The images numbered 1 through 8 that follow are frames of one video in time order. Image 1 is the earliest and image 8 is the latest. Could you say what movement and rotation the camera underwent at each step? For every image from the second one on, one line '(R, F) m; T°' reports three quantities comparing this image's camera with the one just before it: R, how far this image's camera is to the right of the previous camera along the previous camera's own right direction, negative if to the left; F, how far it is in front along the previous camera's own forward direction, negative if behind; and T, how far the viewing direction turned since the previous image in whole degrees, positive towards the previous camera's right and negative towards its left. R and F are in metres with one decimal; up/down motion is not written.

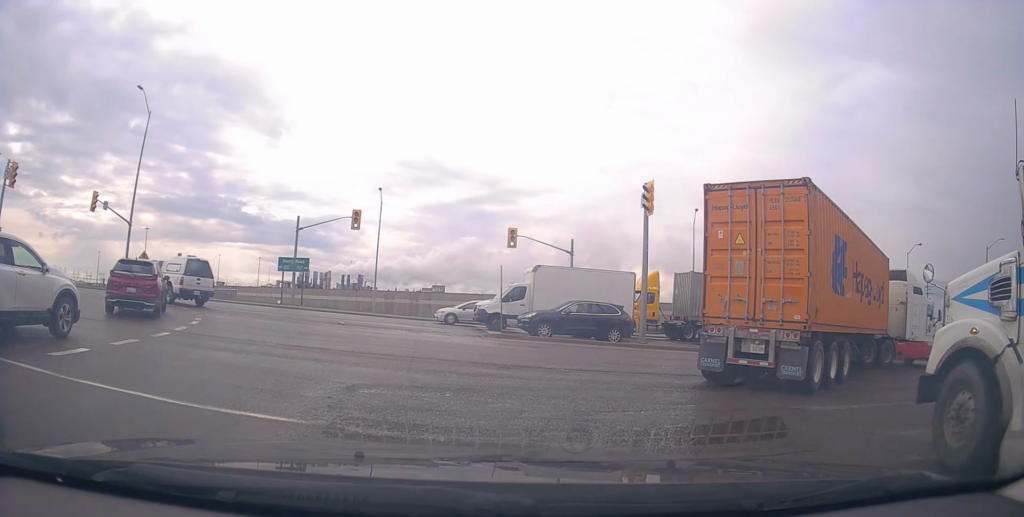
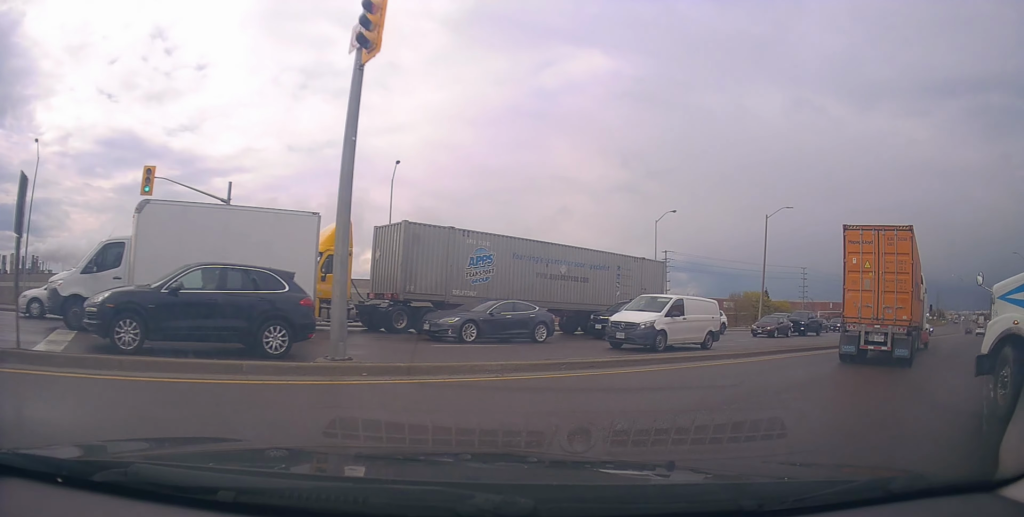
(+4.3, +11.5) m; +43°
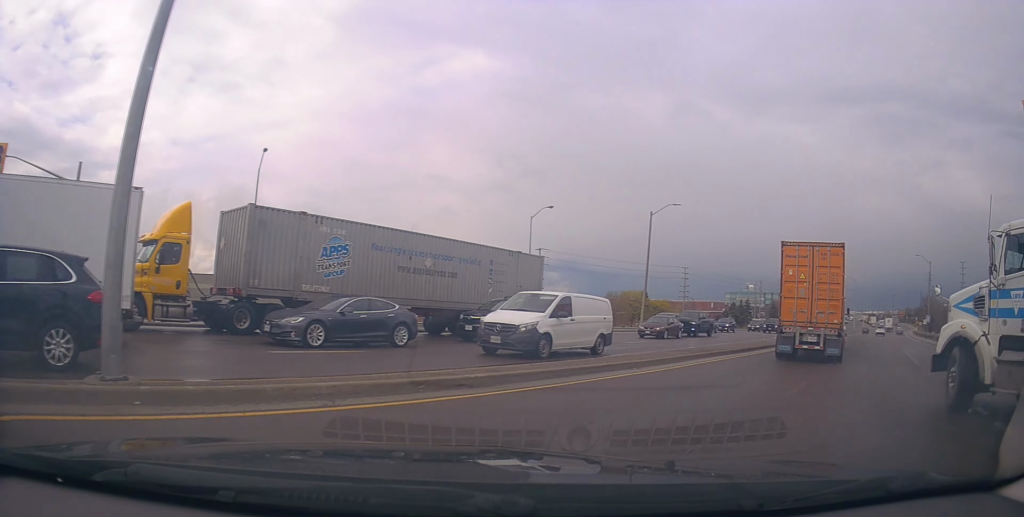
(+0.2, +3.0) m; +11°
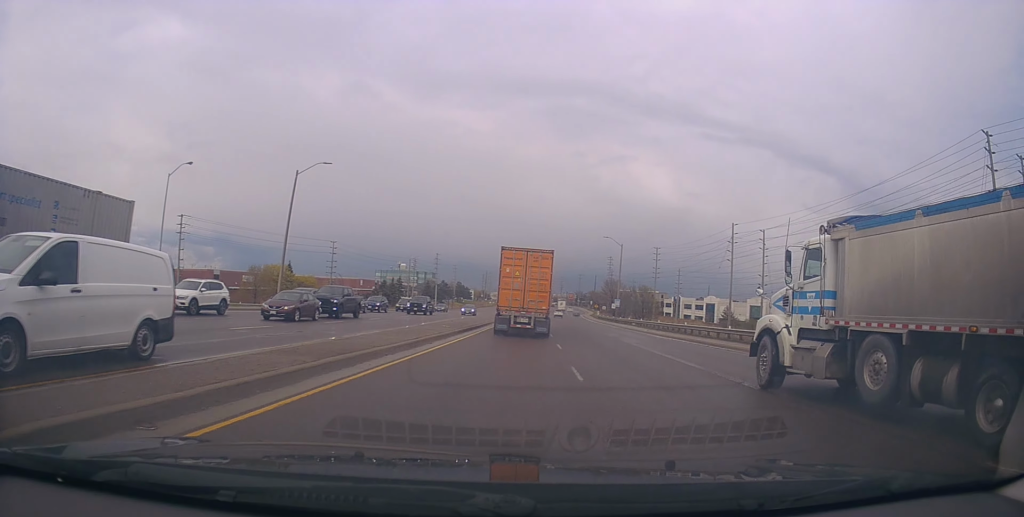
(+2.6, +8.2) m; +29°
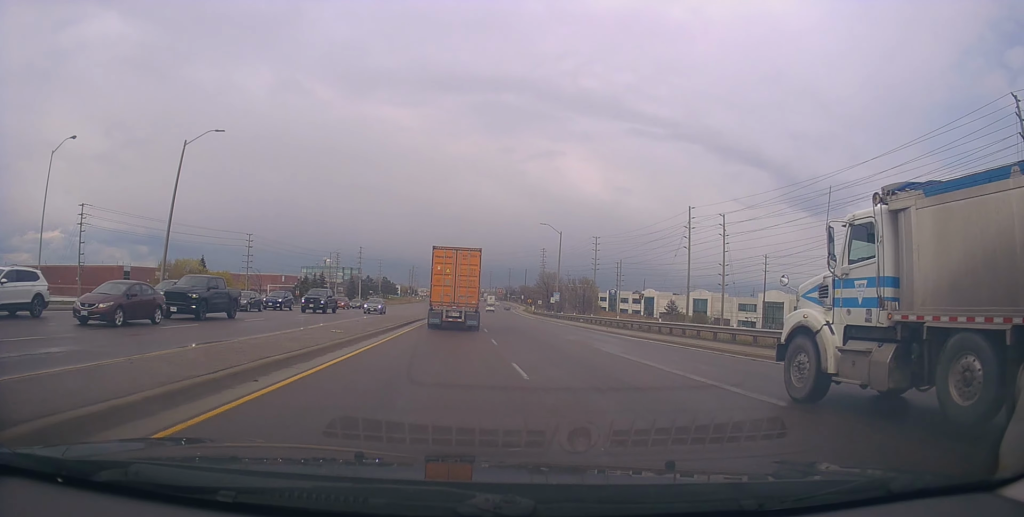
(+1.1, +9.2) m; +6°
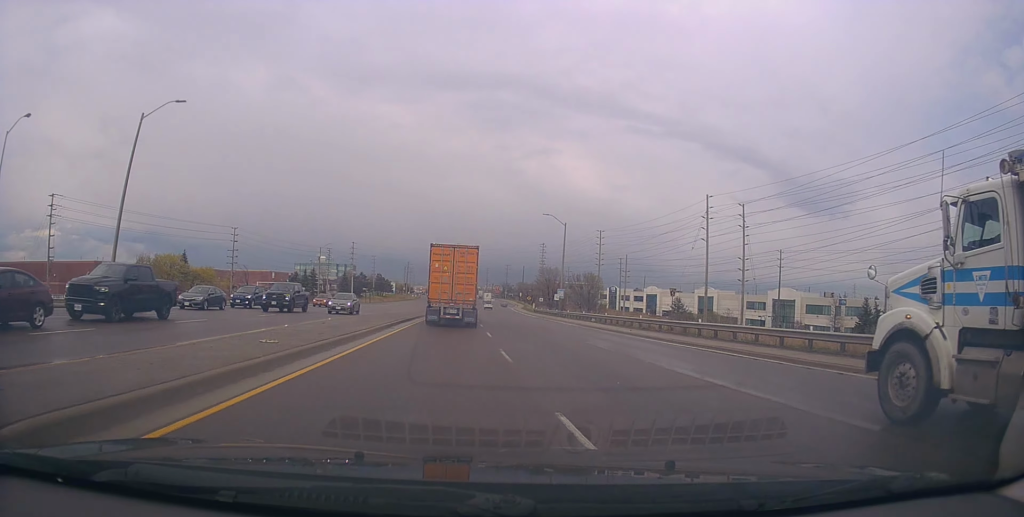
(0.0, +6.6) m; 0°
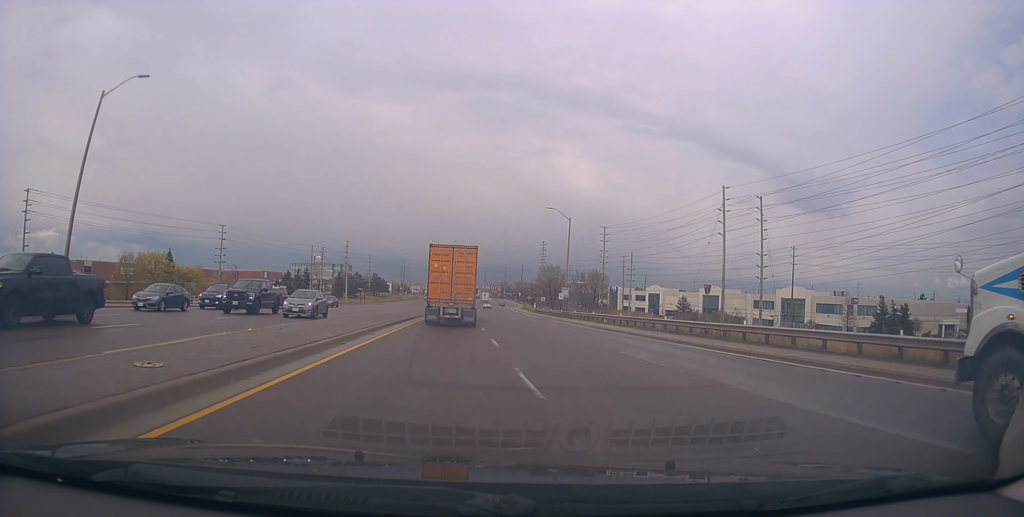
(-0.2, +5.1) m; -1°
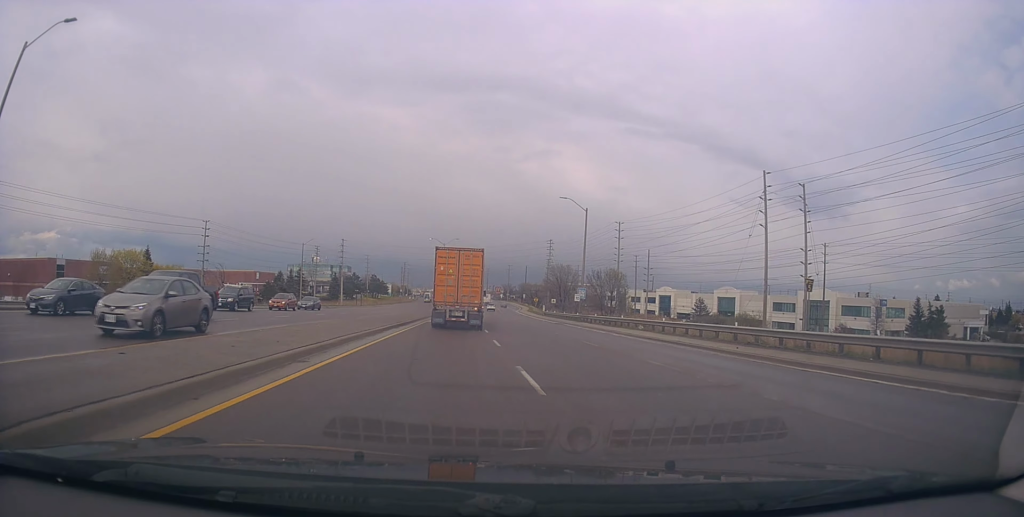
(0.0, +8.8) m; 0°
